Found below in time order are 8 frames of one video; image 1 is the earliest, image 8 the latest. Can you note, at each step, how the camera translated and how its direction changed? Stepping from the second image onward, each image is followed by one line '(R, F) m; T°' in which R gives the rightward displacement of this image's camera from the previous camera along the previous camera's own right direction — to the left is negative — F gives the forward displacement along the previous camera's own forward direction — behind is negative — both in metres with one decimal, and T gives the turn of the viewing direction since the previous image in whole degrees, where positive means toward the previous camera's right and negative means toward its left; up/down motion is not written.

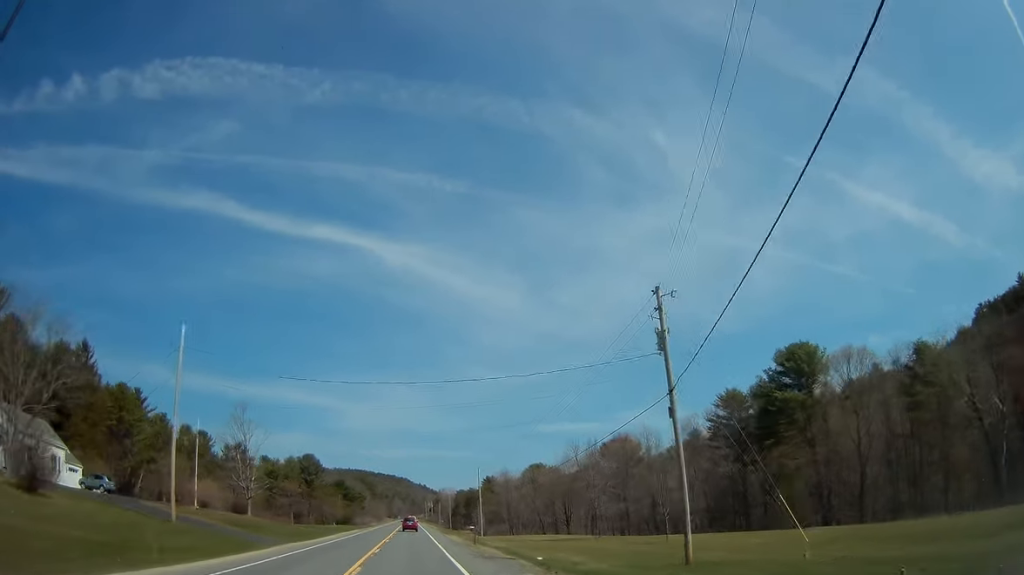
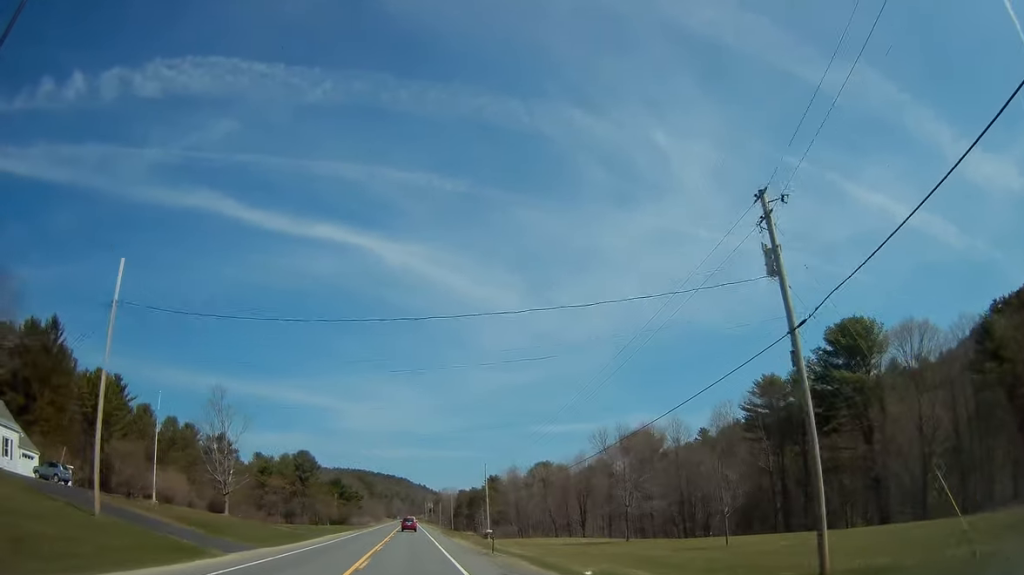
(+0.2, +9.0) m; 0°
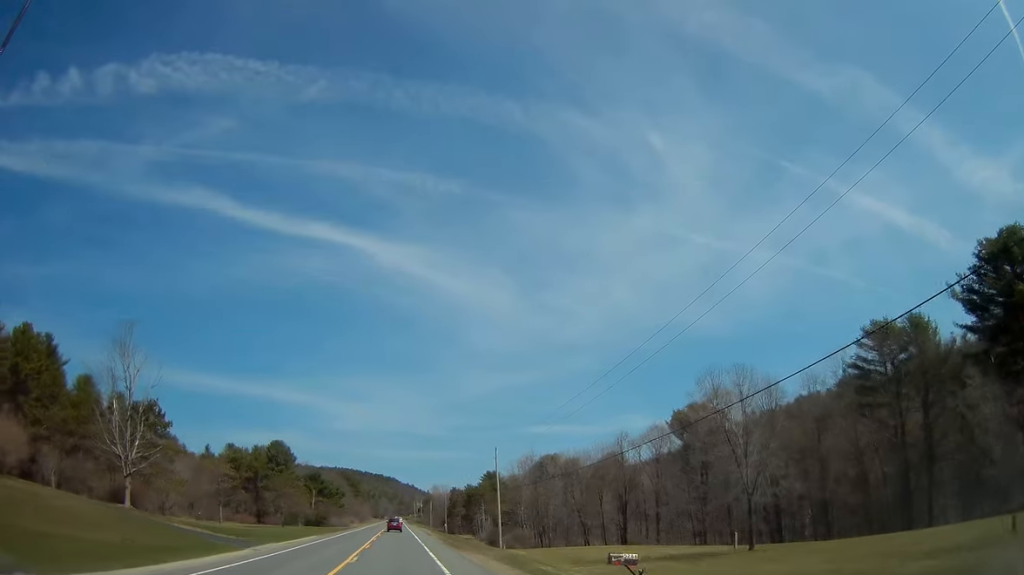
(-0.3, +21.6) m; 0°
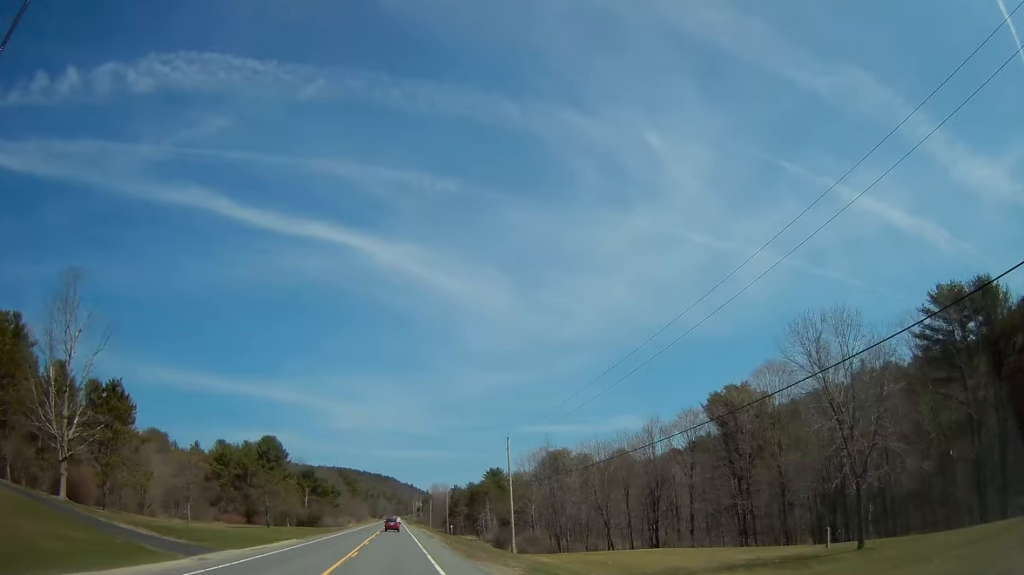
(0.0, +9.1) m; 0°
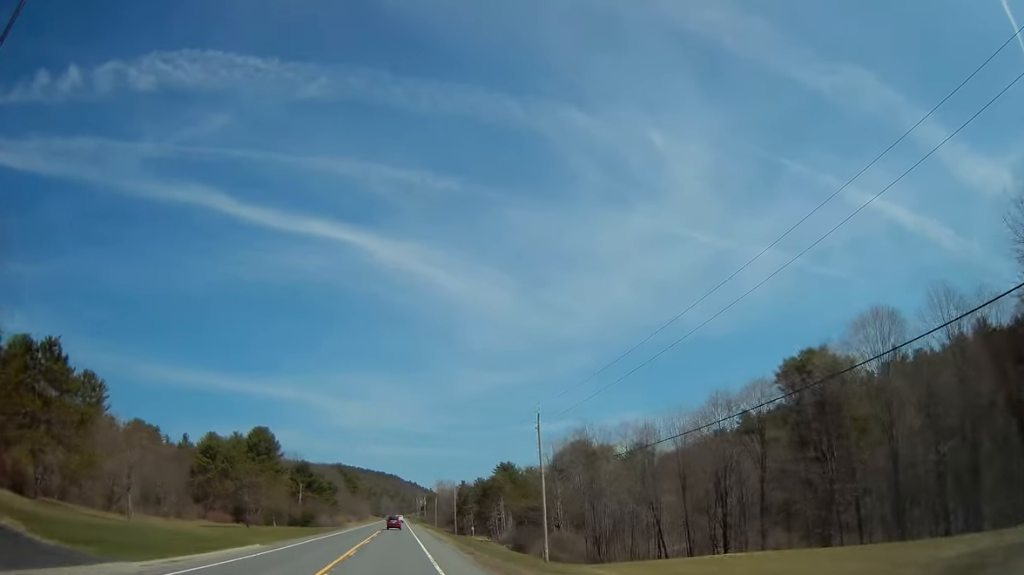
(+0.1, +12.6) m; +1°
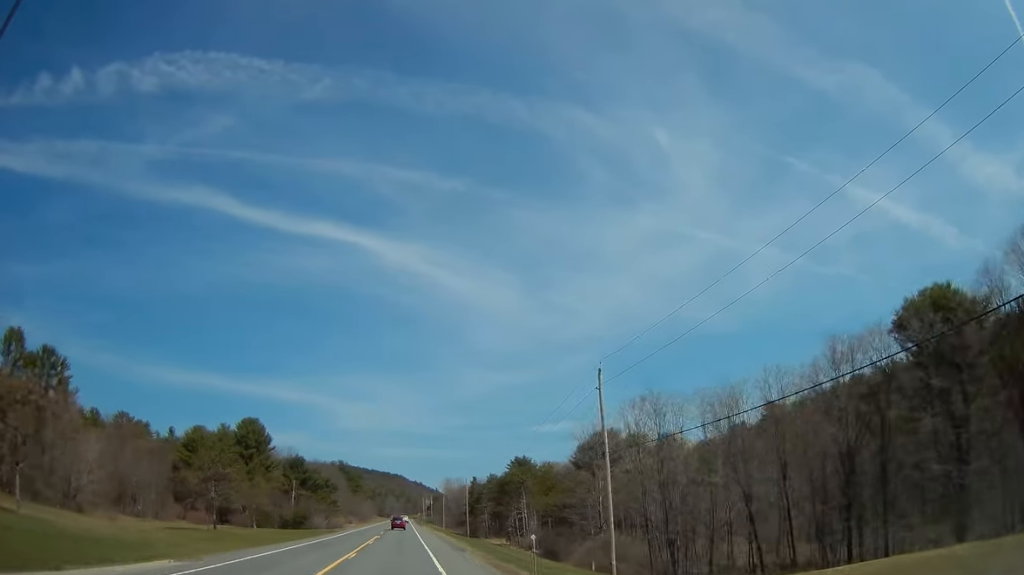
(+0.1, +14.0) m; 0°
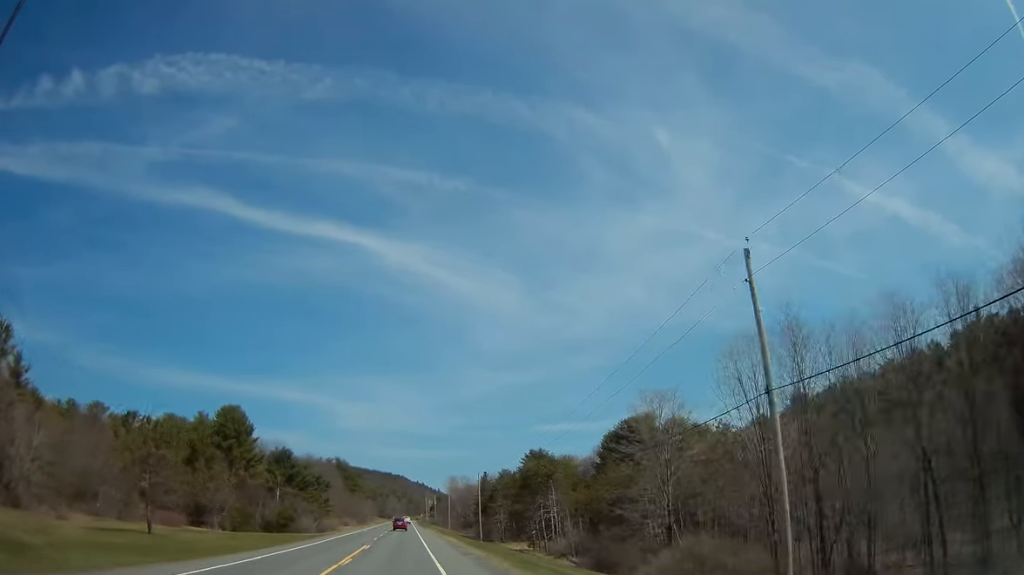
(0.0, +15.6) m; 0°
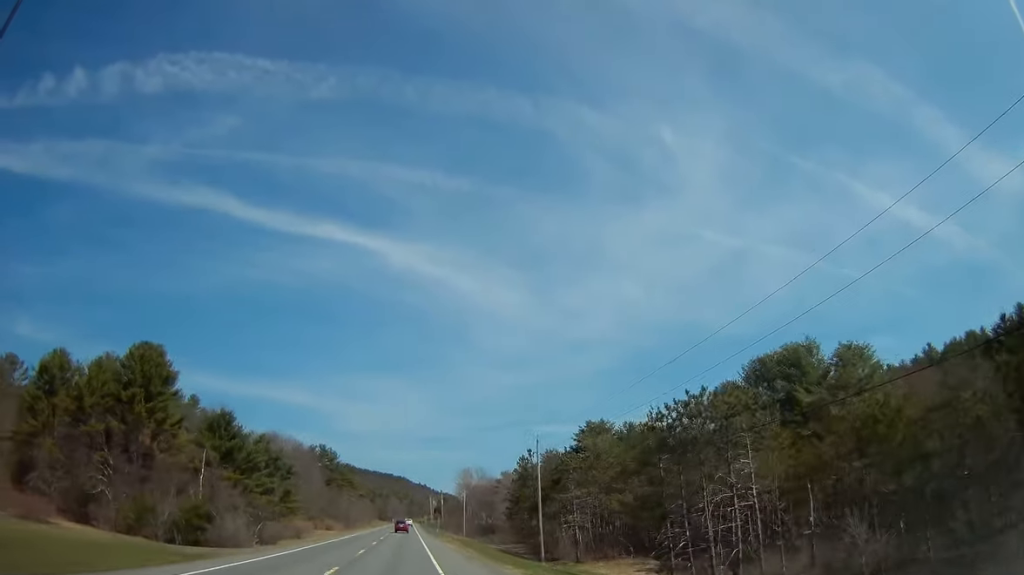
(-0.1, +39.6) m; 0°
